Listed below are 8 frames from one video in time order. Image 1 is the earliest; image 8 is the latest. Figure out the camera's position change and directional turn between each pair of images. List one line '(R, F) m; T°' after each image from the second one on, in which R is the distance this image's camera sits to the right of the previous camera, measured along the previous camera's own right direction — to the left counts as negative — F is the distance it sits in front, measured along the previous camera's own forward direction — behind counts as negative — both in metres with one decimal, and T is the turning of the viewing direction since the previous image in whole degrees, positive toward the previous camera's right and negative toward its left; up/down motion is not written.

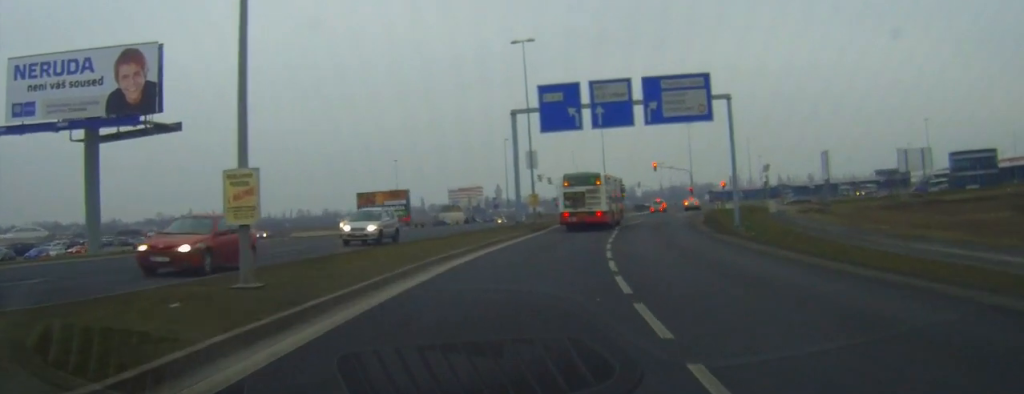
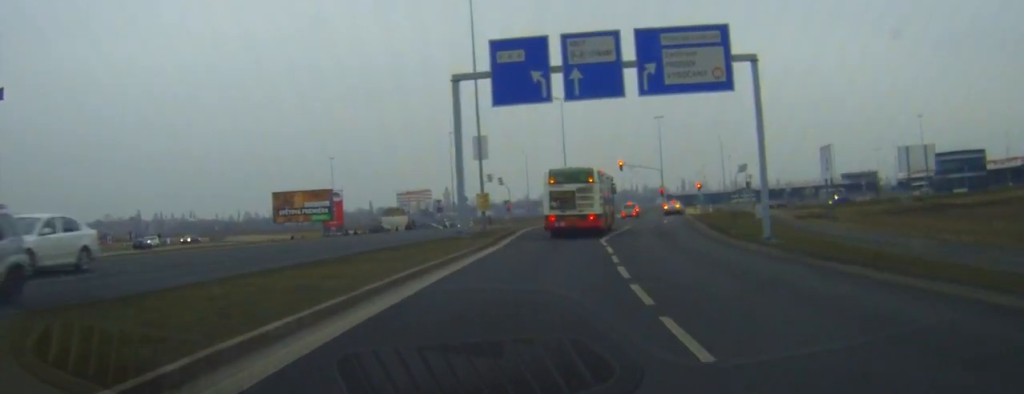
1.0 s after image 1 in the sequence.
(+0.6, +14.3) m; +4°
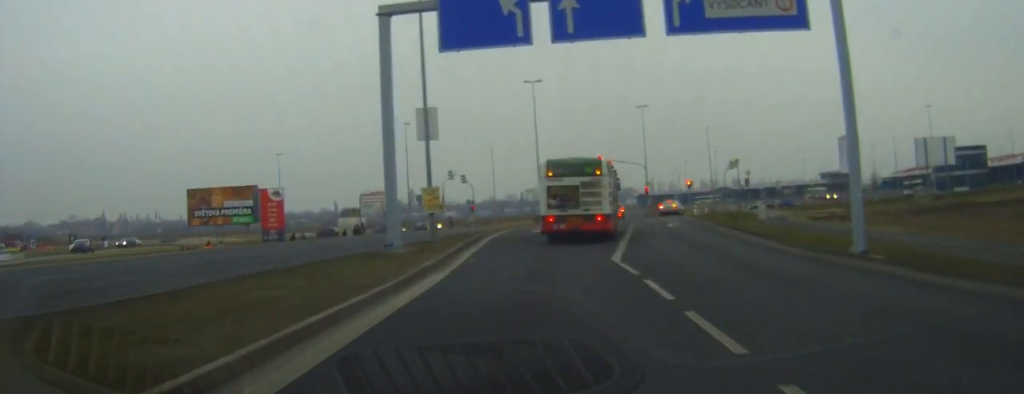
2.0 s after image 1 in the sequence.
(+0.4, +13.4) m; +3°
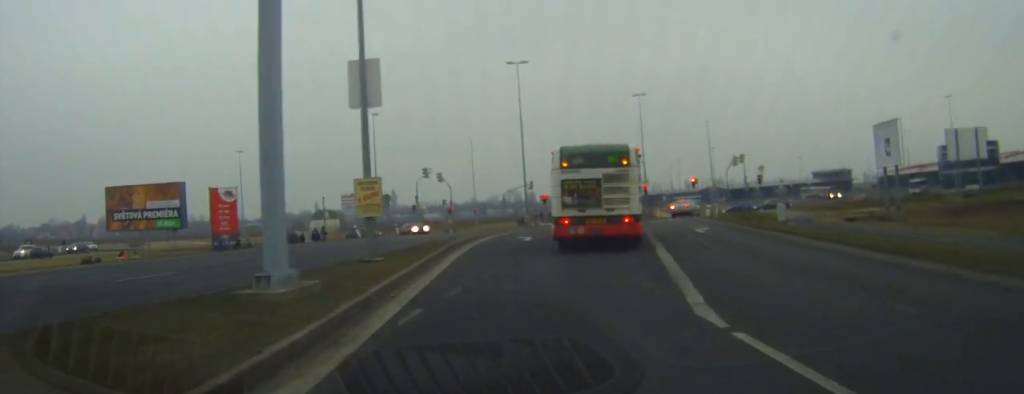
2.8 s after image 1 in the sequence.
(0.0, +10.9) m; +2°
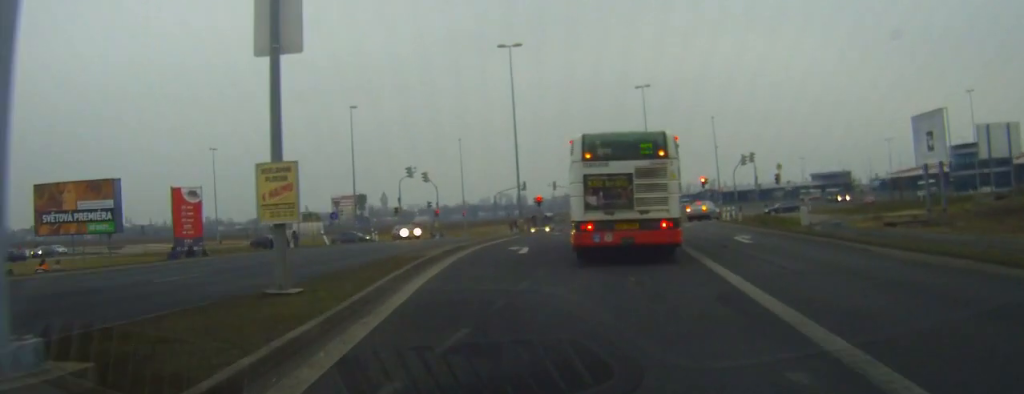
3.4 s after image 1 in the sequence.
(+0.4, +7.9) m; +1°
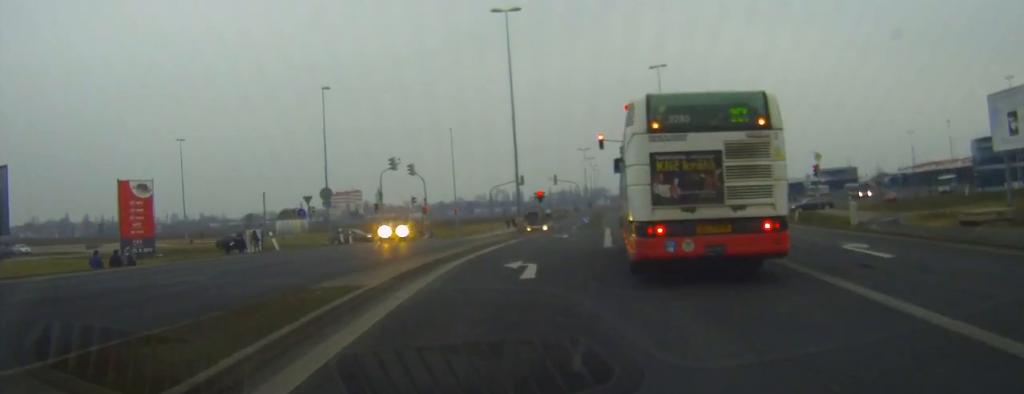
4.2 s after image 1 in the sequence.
(+0.1, +10.5) m; +2°
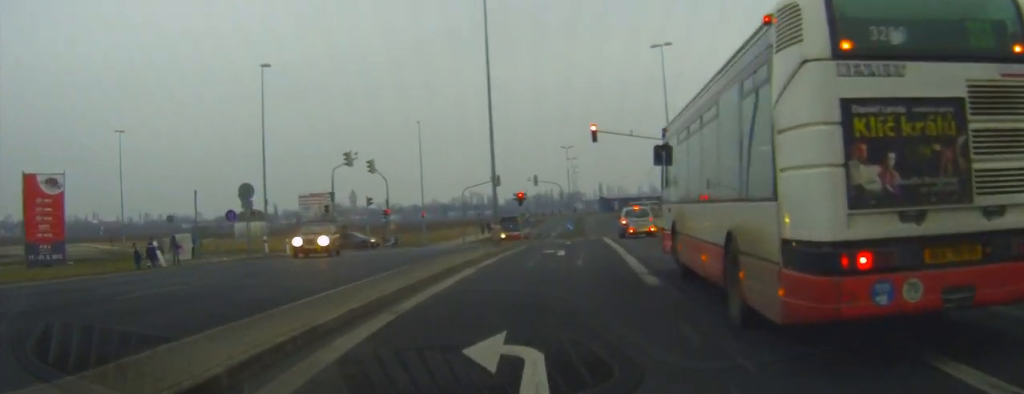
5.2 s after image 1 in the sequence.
(+0.2, +11.2) m; +2°
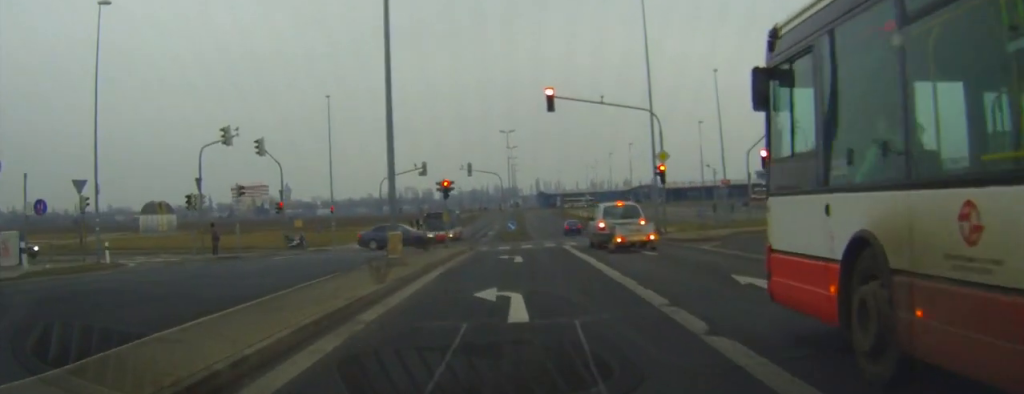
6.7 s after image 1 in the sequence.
(+0.3, +15.9) m; +1°
